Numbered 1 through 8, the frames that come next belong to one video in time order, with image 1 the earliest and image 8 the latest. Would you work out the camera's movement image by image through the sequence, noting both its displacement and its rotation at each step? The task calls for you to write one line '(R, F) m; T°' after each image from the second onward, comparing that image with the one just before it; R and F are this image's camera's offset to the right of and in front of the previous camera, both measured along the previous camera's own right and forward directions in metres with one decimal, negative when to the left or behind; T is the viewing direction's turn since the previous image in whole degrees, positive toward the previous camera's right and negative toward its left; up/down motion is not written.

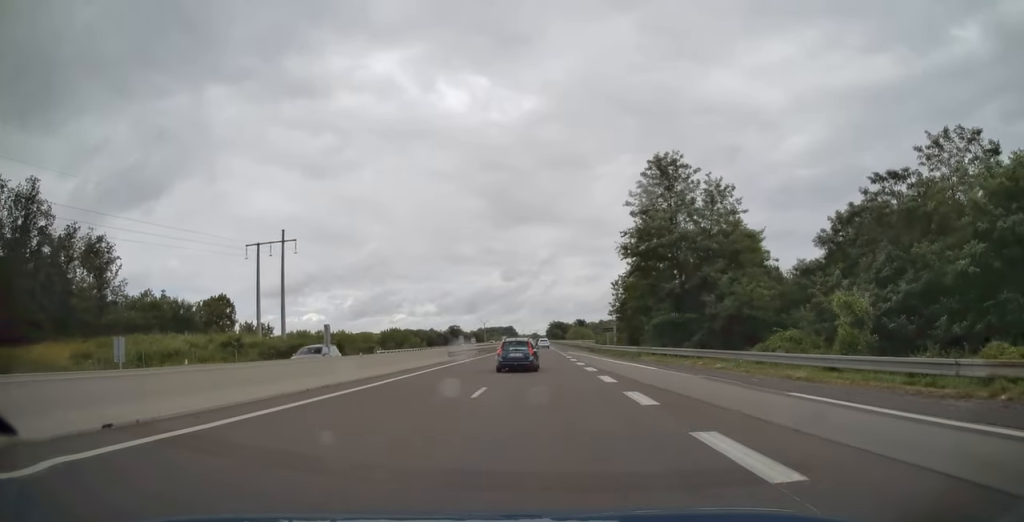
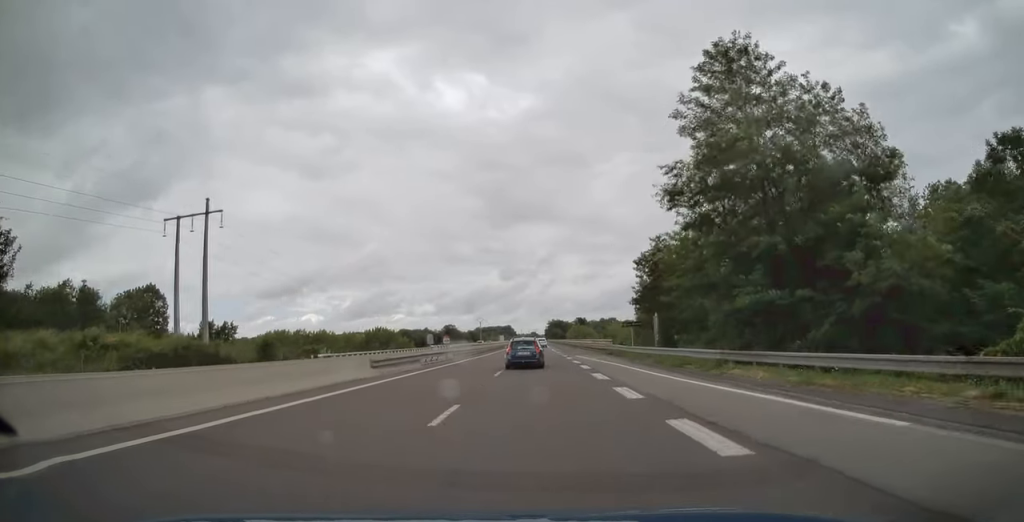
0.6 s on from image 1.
(+0.1, +18.7) m; 0°
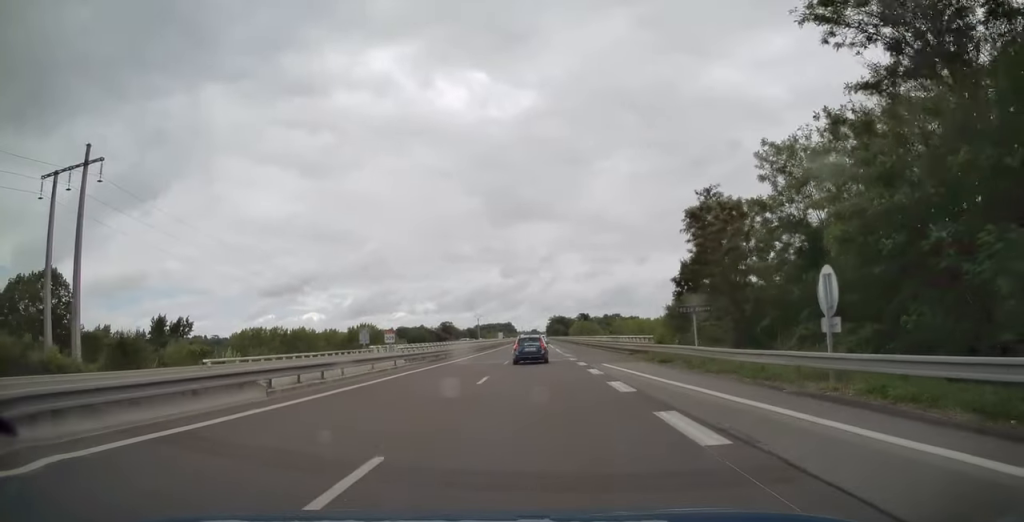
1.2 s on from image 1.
(0.0, +19.3) m; 0°
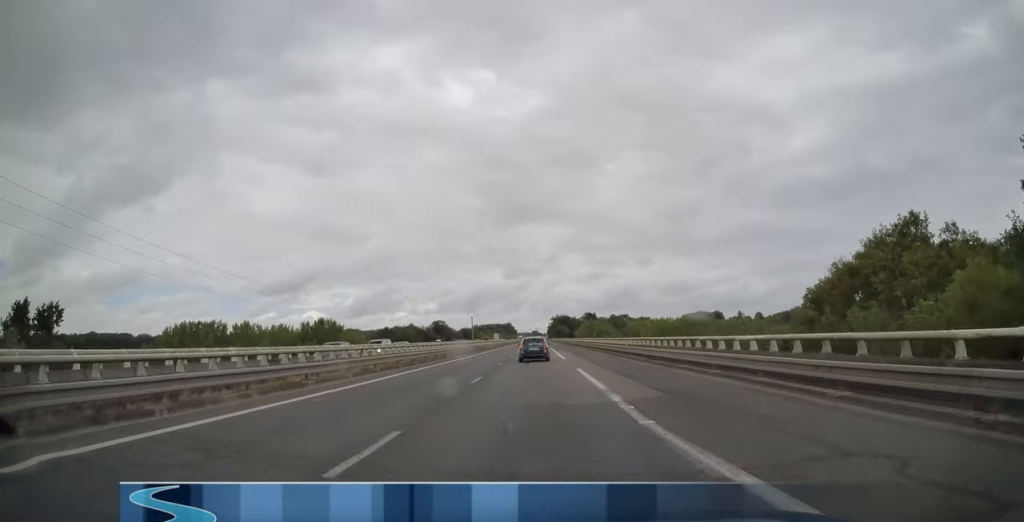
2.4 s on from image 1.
(0.0, +38.6) m; 0°
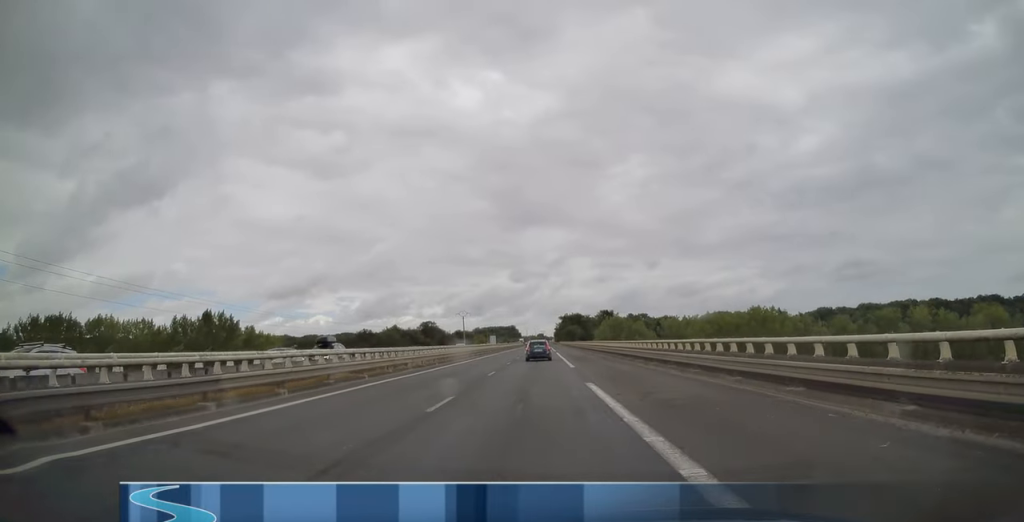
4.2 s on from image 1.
(0.0, +57.9) m; 0°
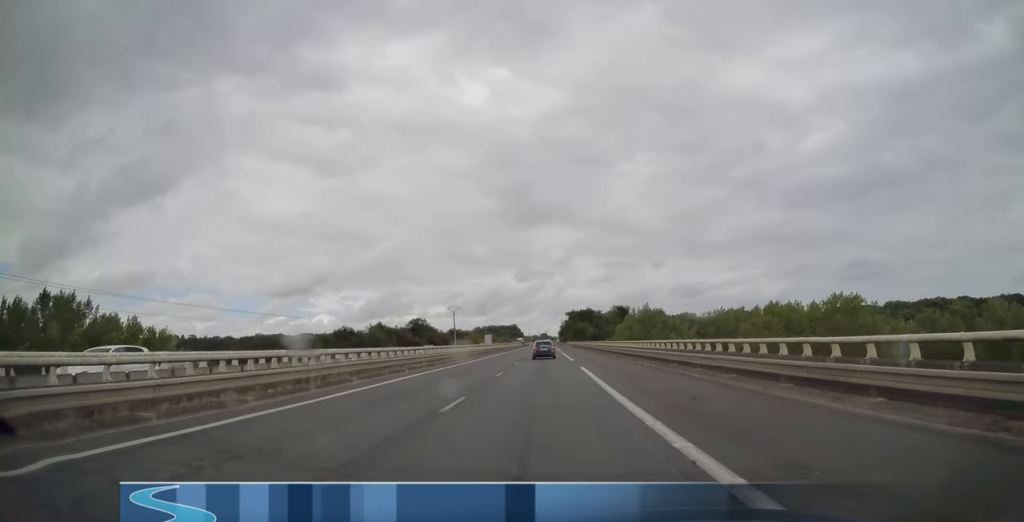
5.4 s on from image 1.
(0.0, +38.6) m; 0°
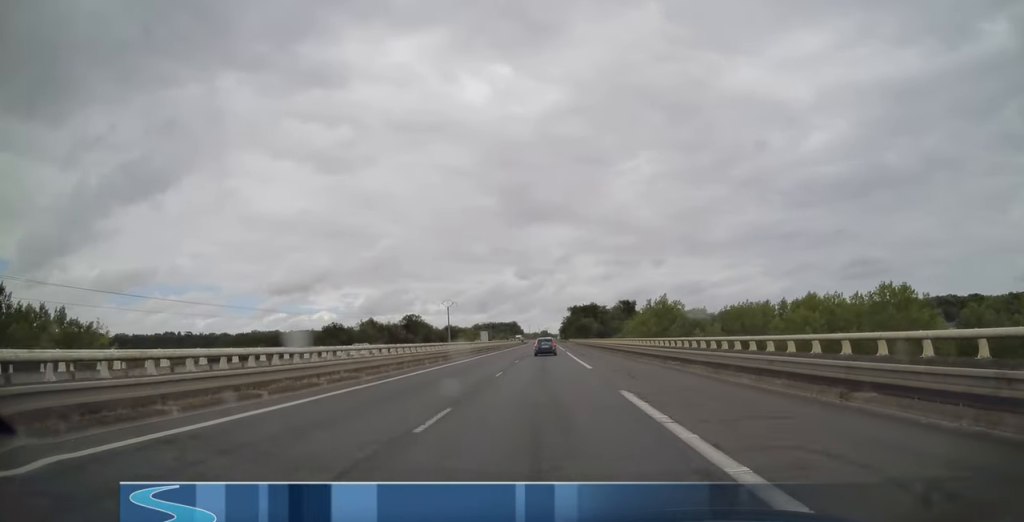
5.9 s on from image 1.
(0.0, +15.6) m; 0°
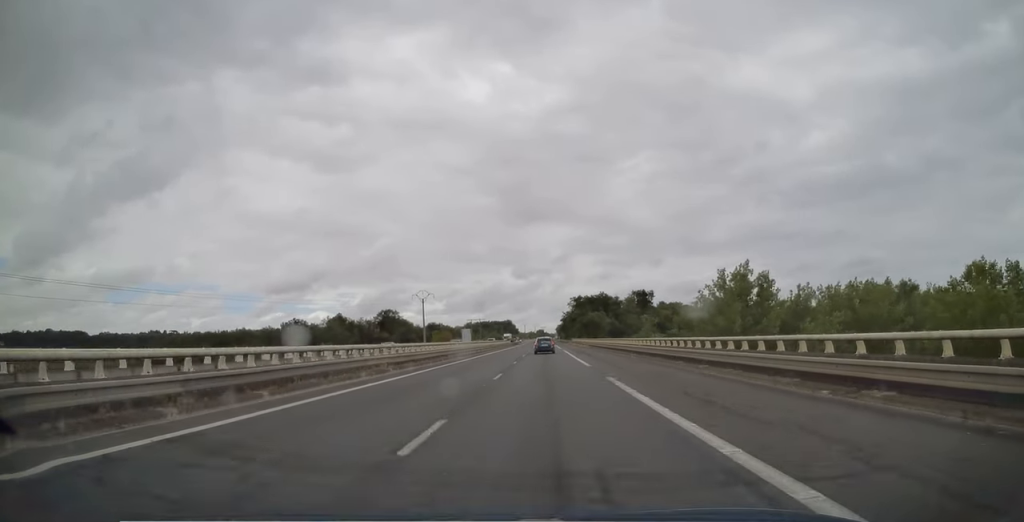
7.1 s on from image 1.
(-0.2, +40.3) m; -1°
